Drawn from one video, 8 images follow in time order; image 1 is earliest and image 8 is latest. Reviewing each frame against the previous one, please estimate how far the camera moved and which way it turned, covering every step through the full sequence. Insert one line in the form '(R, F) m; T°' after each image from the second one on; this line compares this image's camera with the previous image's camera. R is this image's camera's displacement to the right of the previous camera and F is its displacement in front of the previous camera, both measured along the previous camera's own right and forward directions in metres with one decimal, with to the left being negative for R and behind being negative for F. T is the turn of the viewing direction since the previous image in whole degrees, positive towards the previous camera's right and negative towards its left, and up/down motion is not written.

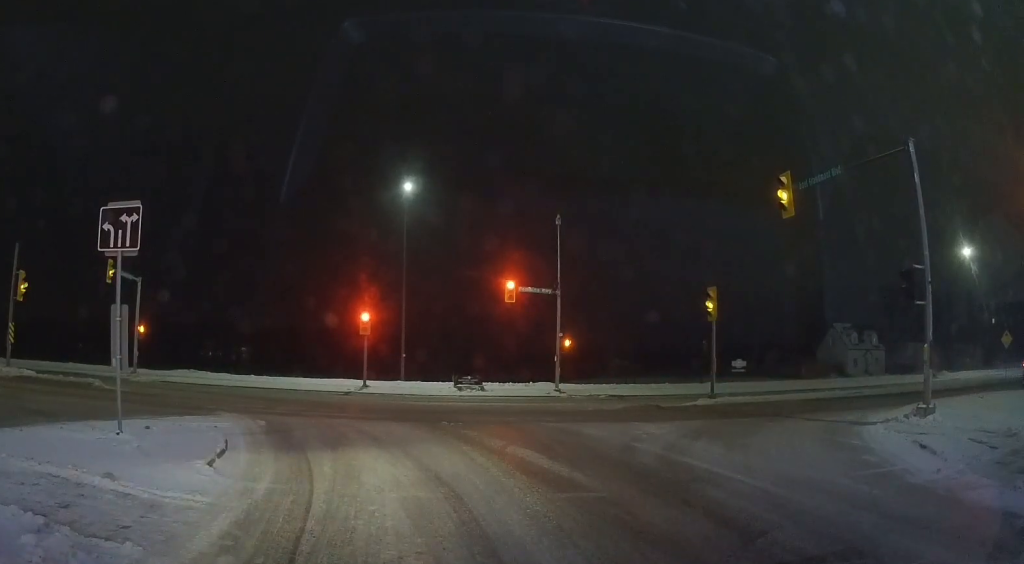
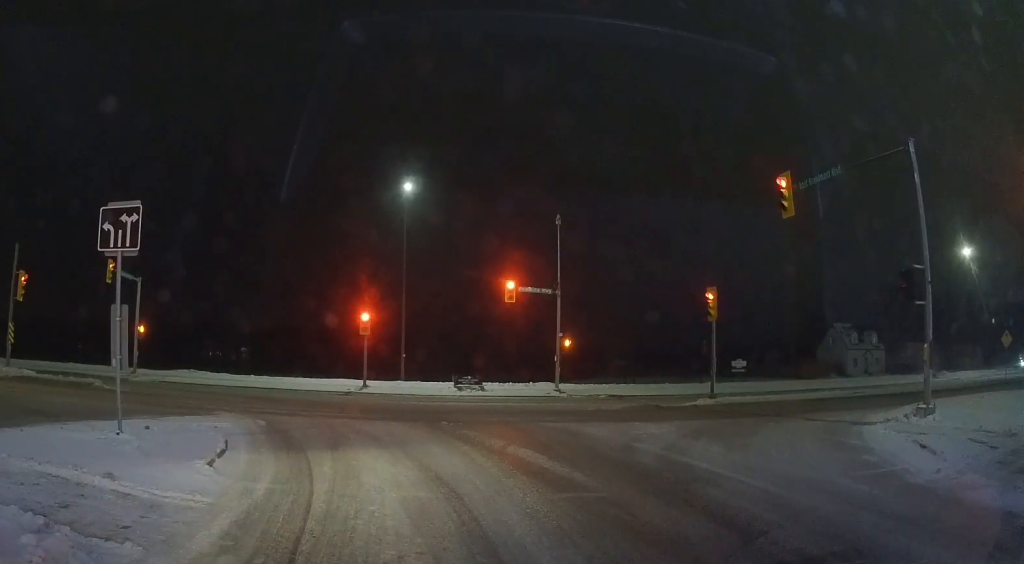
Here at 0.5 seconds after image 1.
(0.0, 0.0) m; 0°
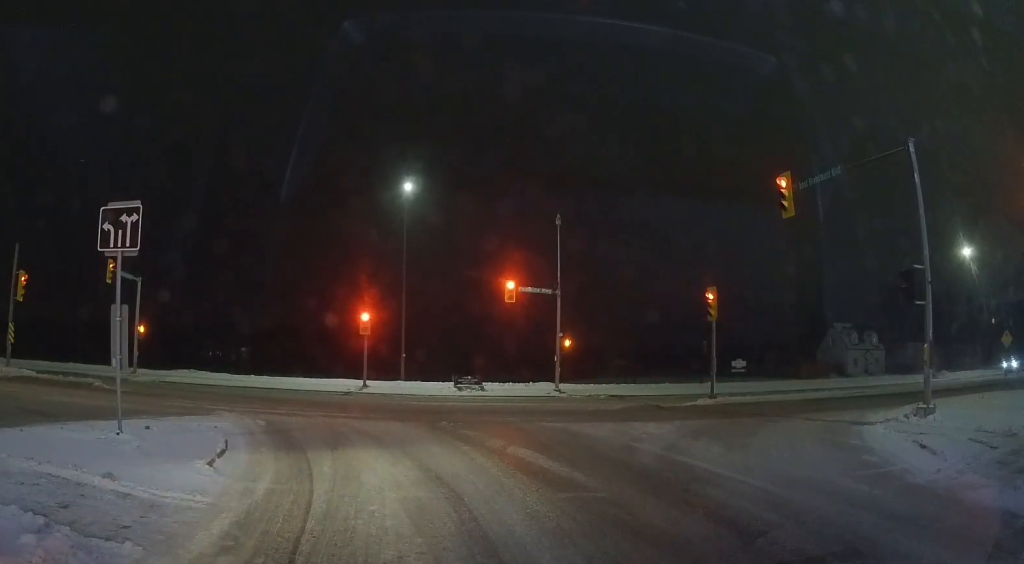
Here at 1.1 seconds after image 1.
(0.0, 0.0) m; 0°
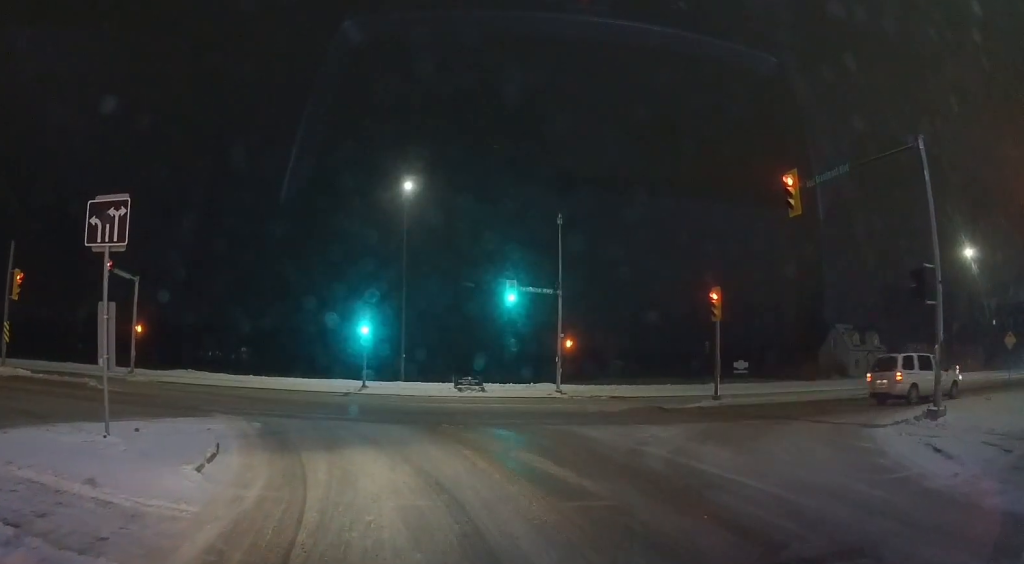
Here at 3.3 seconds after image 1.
(0.0, 0.0) m; 0°
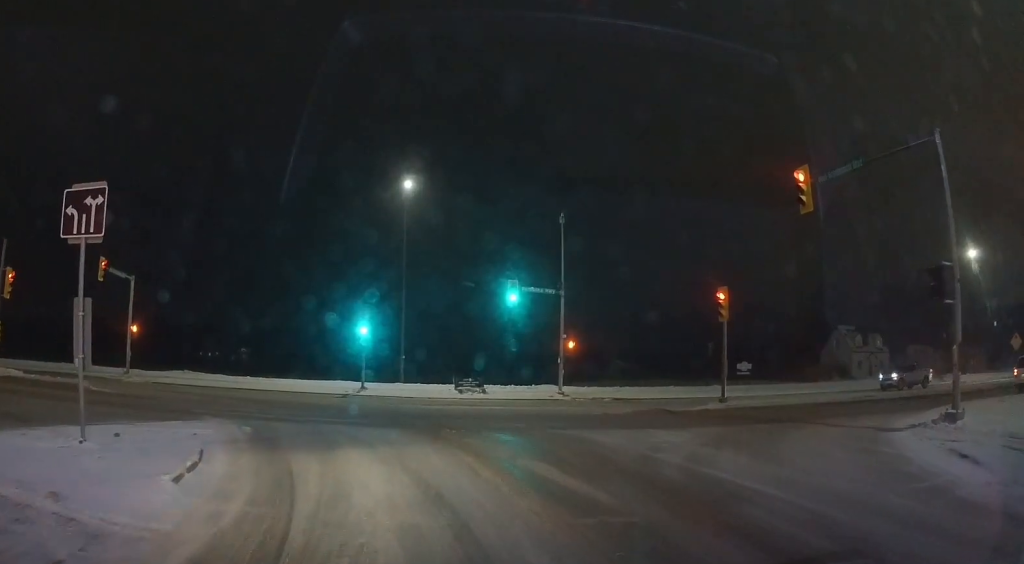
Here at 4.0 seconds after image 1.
(+0.1, +0.1) m; 0°
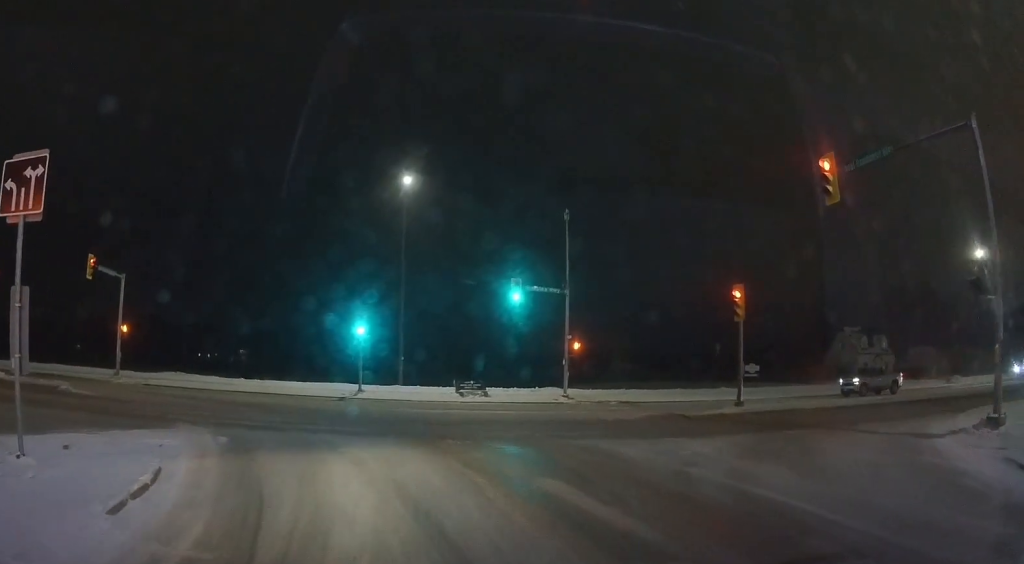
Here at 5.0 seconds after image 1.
(+0.3, +0.7) m; 0°
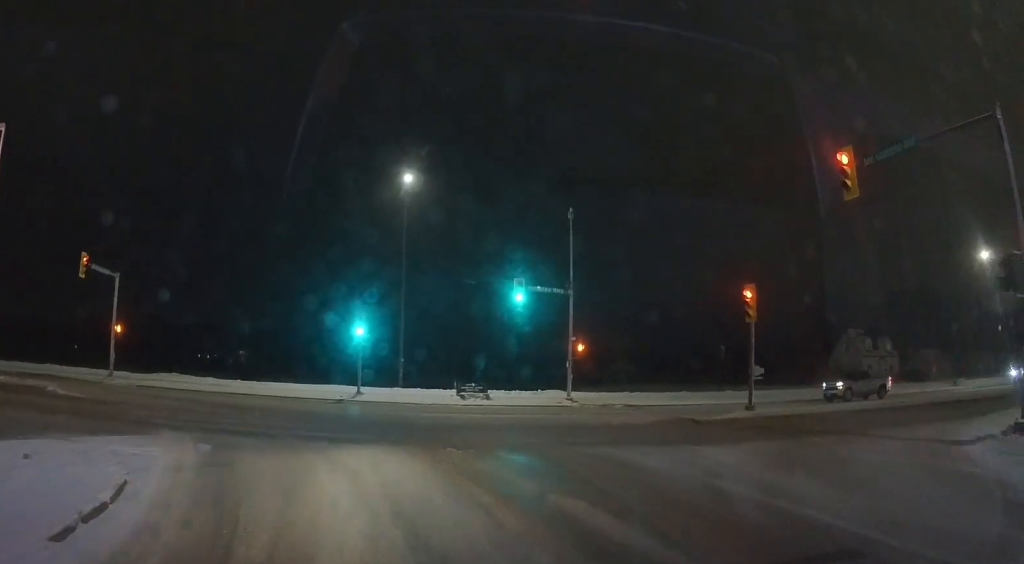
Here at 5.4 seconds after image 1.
(0.0, +0.8) m; 0°
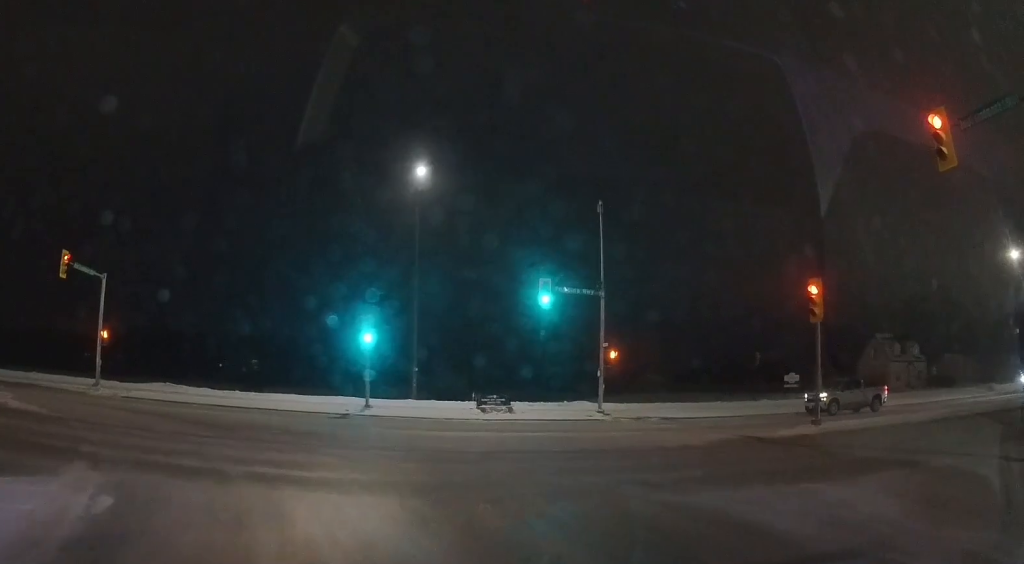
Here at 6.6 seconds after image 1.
(0.0, +3.0) m; 0°
